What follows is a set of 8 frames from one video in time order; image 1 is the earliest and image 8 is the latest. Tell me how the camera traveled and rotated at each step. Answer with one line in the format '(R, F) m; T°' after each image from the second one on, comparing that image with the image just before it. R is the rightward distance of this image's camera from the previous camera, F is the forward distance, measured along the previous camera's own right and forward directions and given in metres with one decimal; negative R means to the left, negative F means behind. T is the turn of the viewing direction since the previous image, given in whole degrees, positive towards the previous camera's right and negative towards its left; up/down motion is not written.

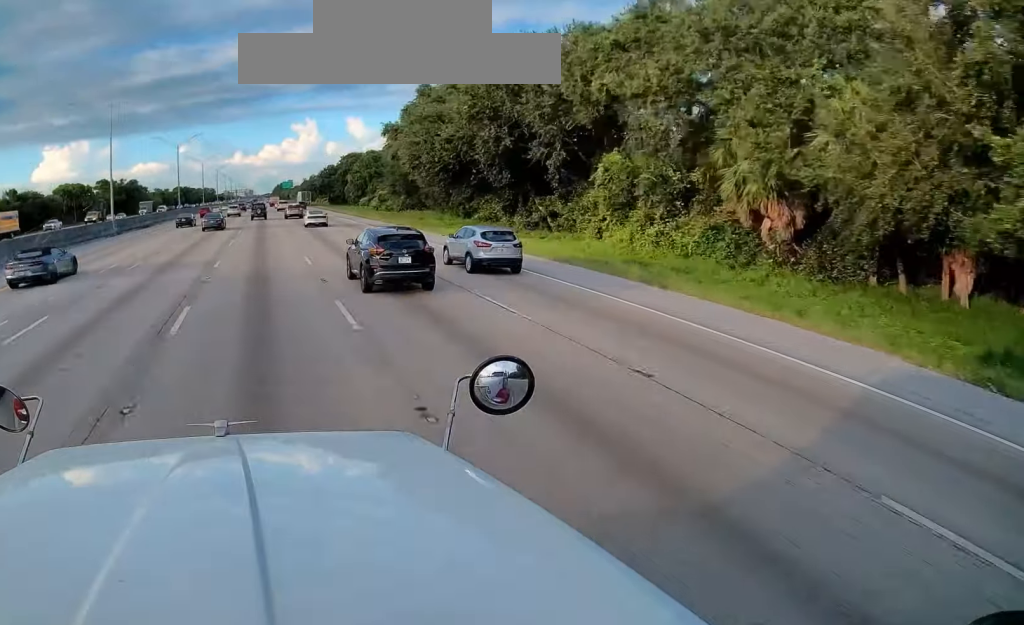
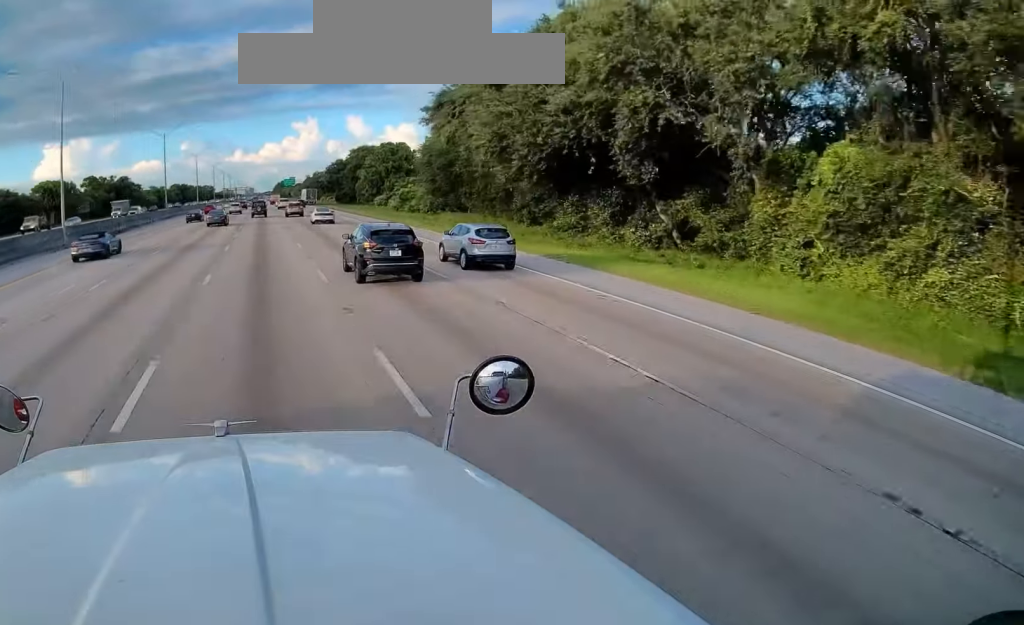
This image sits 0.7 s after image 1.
(0.0, +15.2) m; -1°
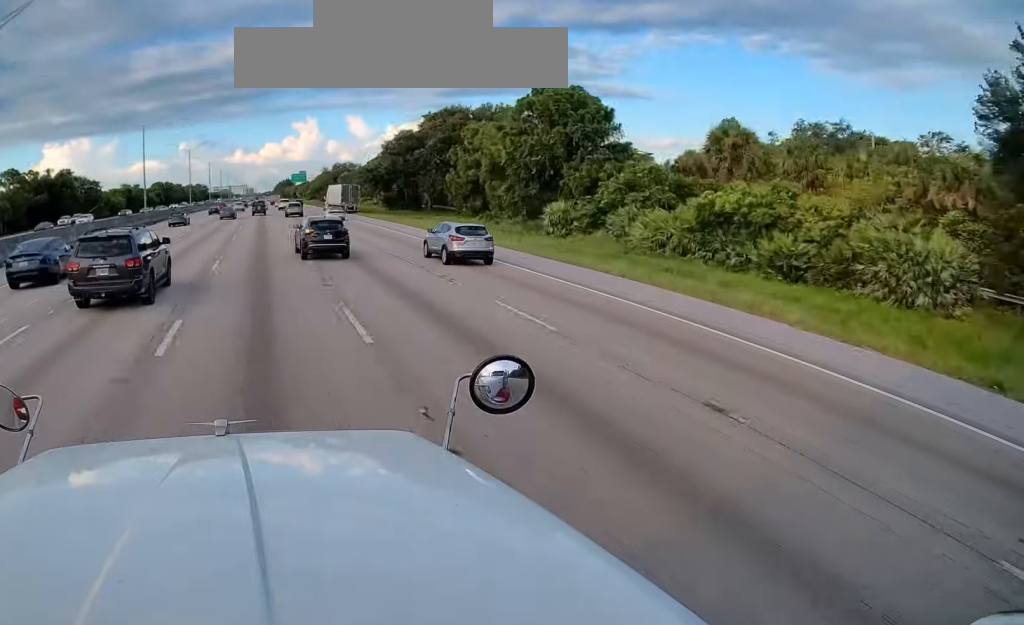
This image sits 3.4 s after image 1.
(-0.8, +65.2) m; -1°
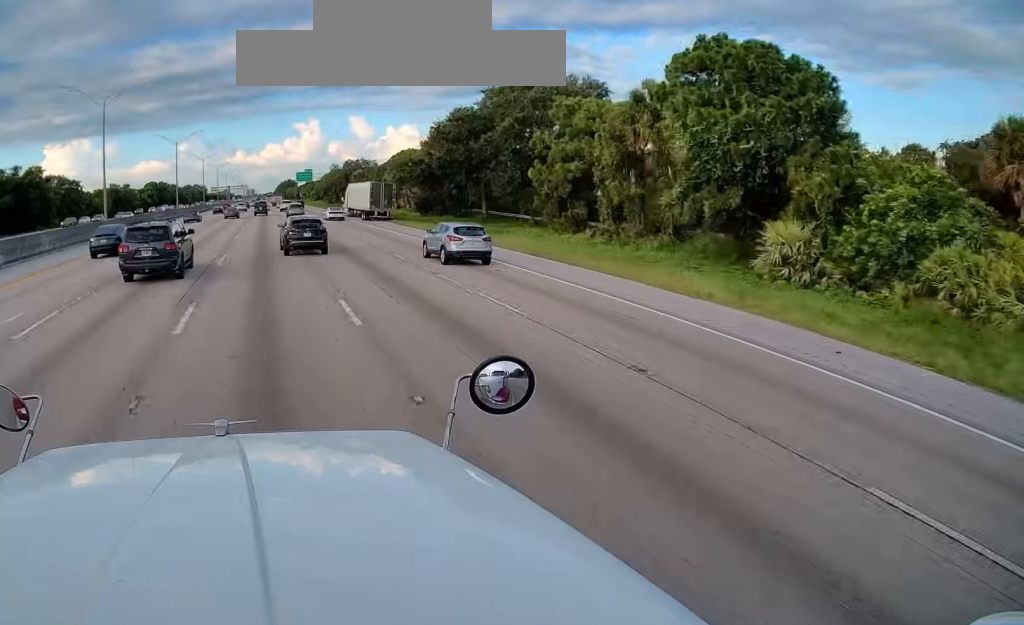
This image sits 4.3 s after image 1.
(-0.1, +22.4) m; 0°
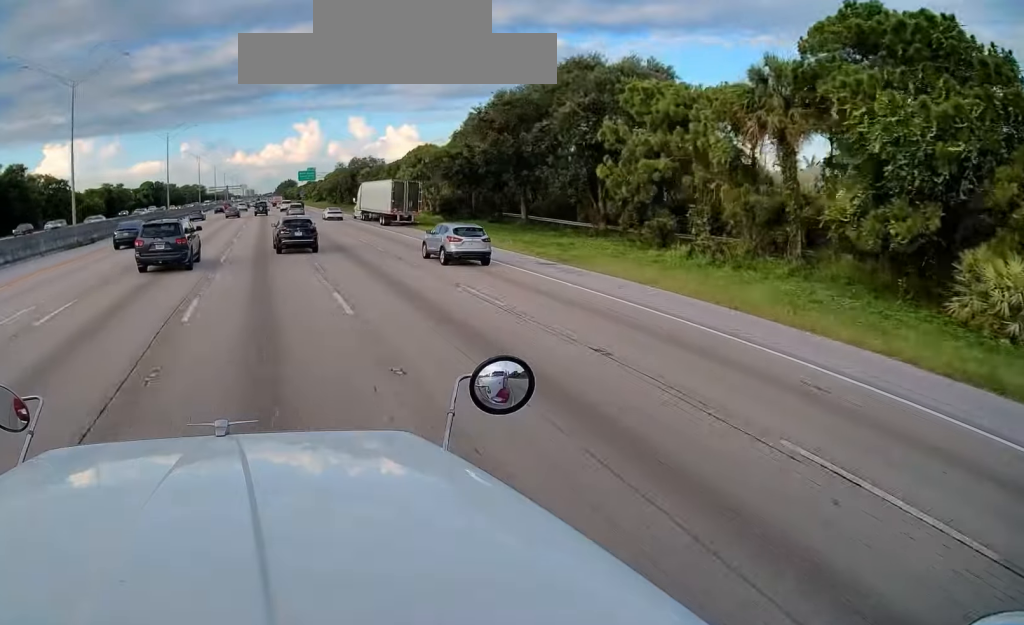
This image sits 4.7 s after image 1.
(+0.1, +10.8) m; 0°
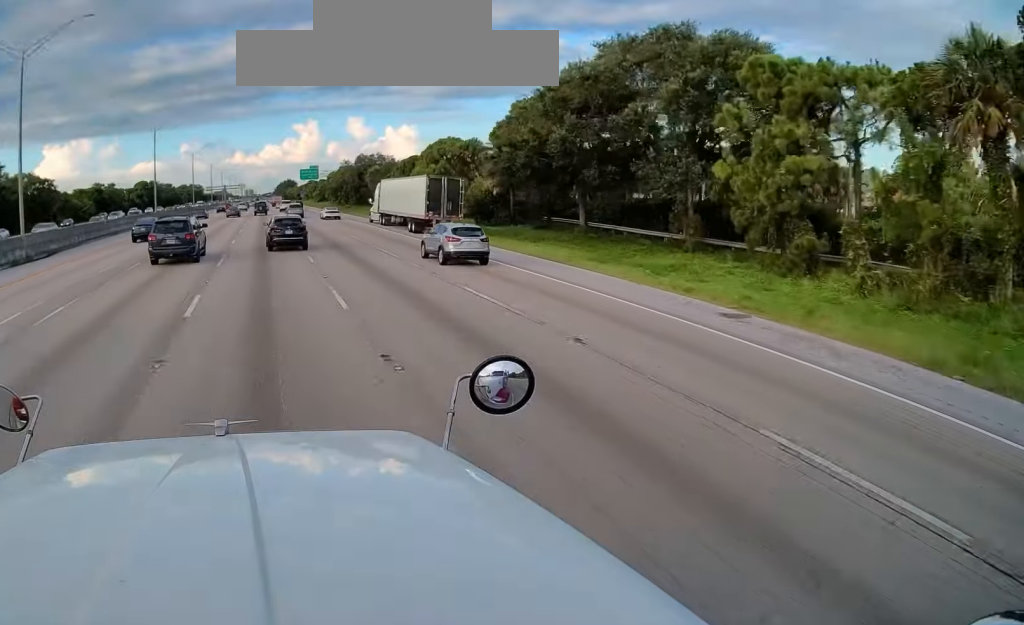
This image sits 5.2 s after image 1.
(0.0, +11.6) m; 0°
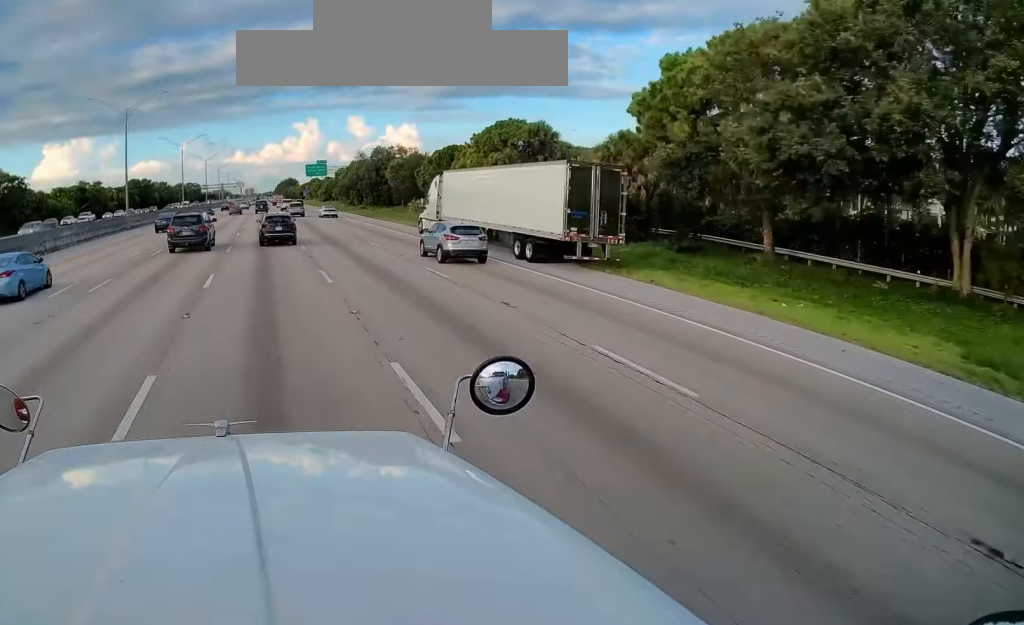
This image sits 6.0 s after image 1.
(-0.2, +20.0) m; 0°
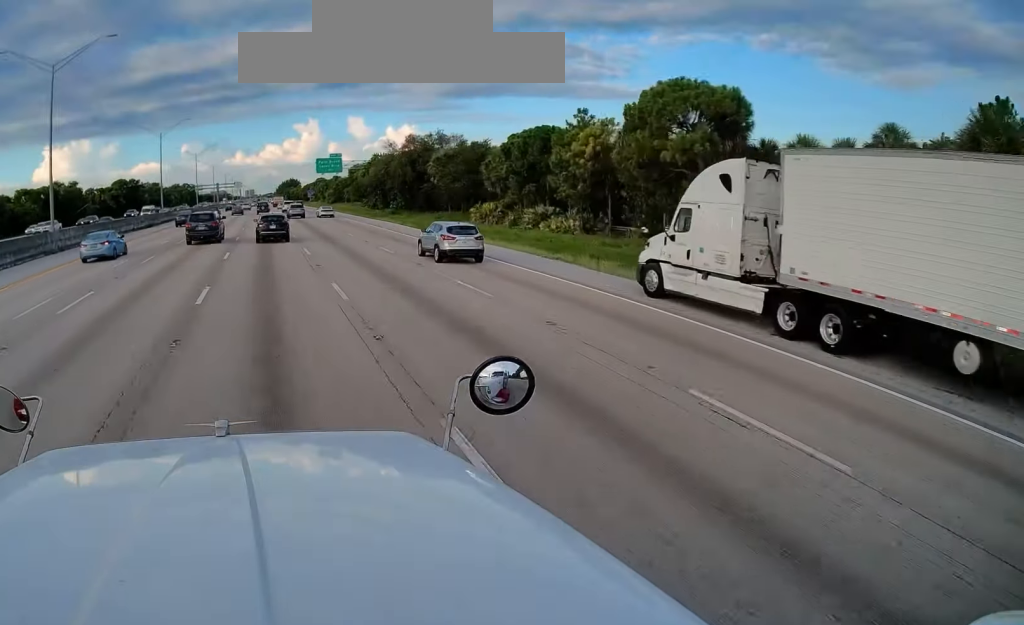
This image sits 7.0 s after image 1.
(+0.3, +26.8) m; 0°
